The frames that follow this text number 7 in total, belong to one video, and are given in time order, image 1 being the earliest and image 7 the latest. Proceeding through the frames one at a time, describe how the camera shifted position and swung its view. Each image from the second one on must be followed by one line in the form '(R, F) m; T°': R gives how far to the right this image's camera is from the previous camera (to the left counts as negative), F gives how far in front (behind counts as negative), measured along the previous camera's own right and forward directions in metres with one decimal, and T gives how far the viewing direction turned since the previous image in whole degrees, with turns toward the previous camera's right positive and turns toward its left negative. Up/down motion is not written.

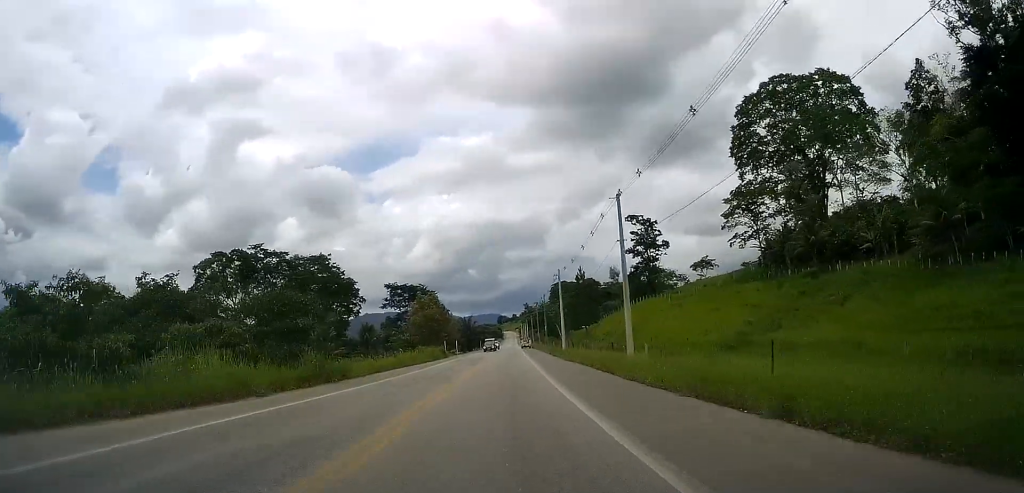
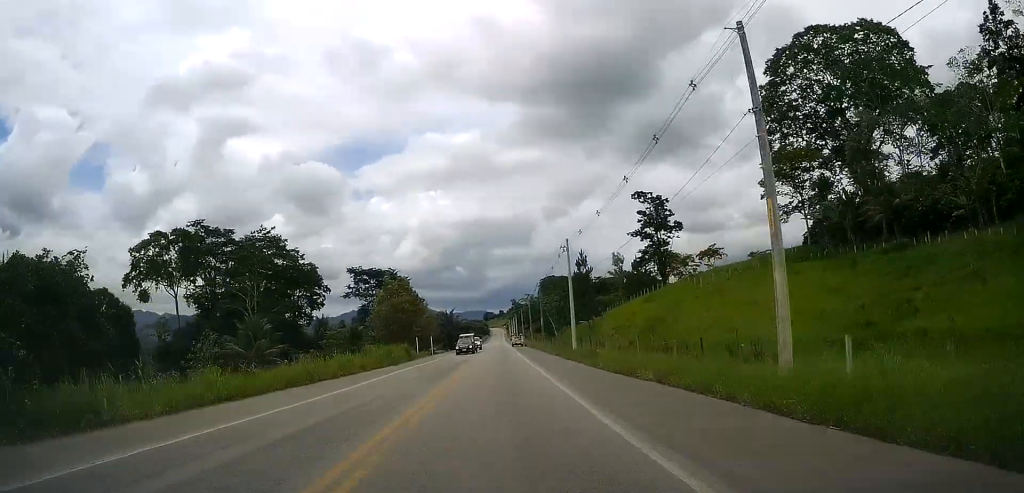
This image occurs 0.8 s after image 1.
(+0.4, +20.0) m; +3°
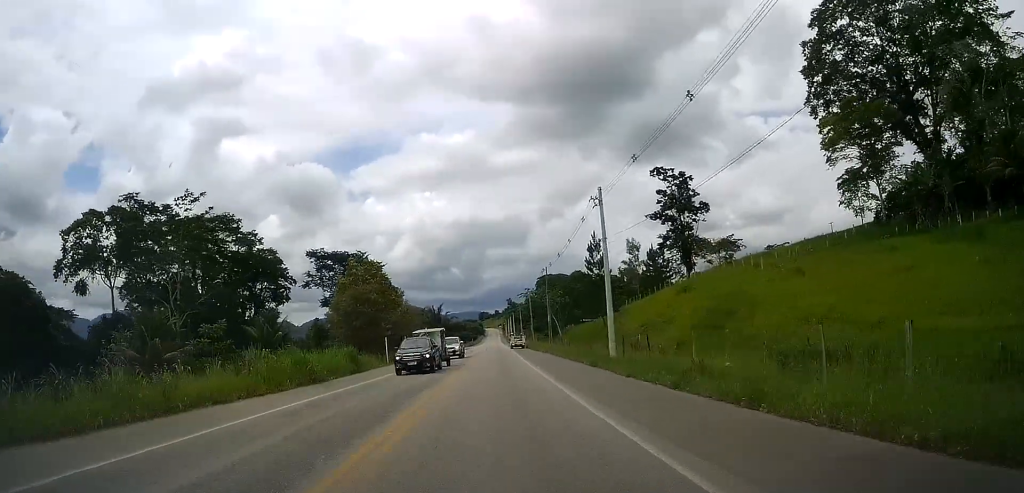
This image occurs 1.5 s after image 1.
(+0.6, +18.7) m; +2°
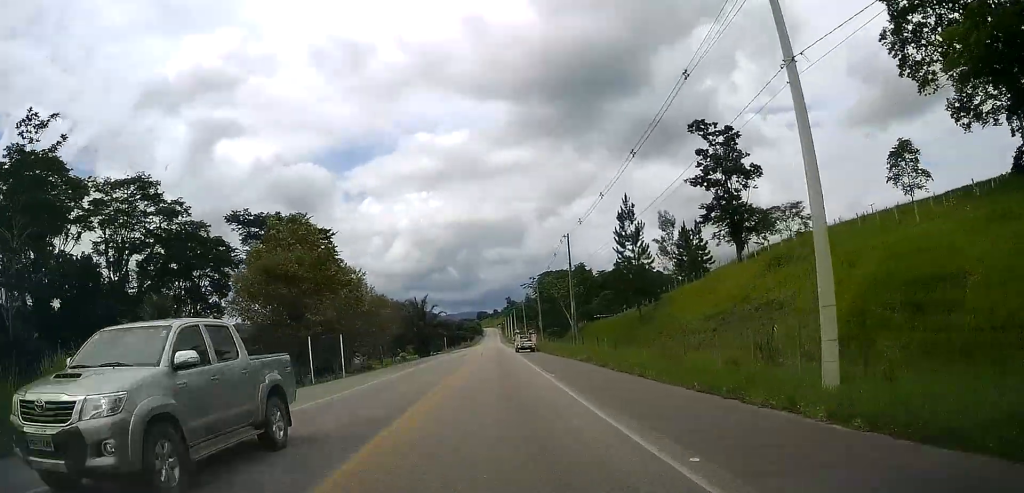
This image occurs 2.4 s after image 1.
(0.0, +23.4) m; 0°
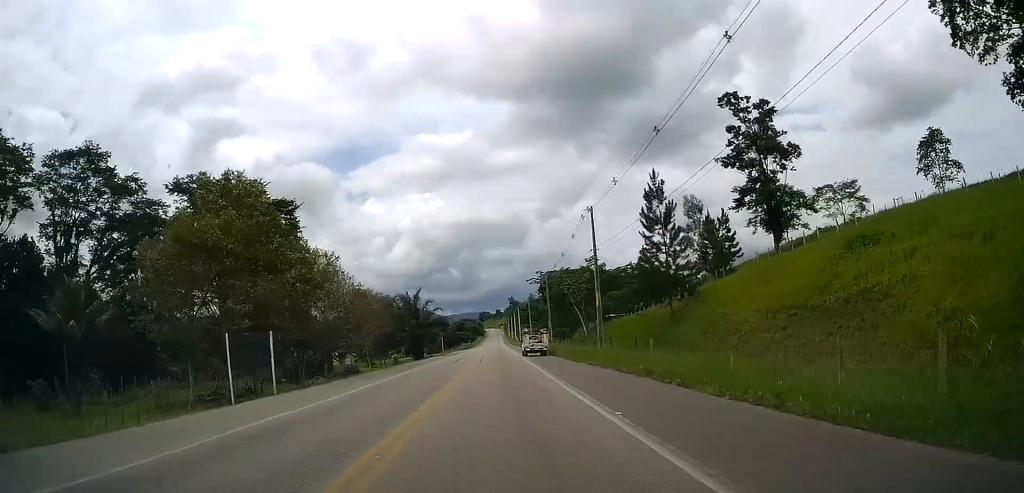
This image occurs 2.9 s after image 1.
(0.0, +11.1) m; 0°
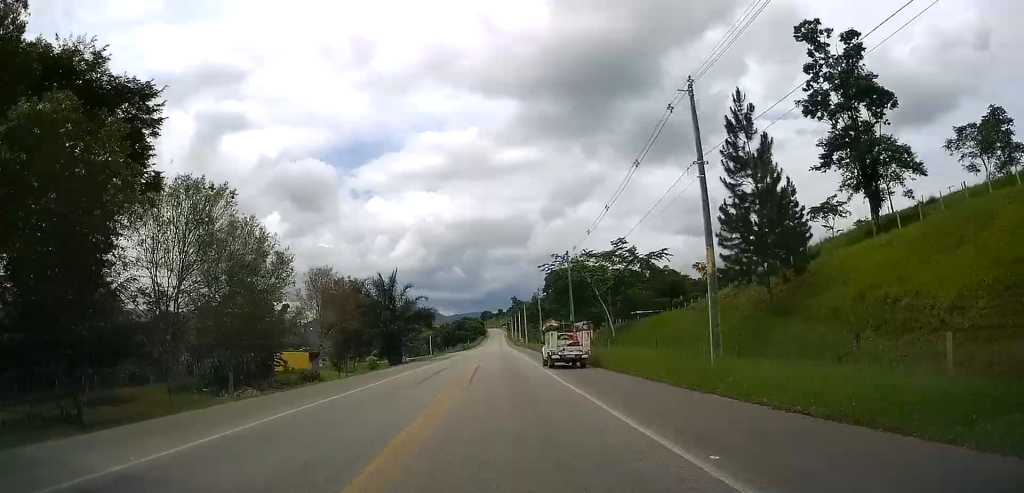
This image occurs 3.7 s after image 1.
(+0.1, +20.5) m; +1°
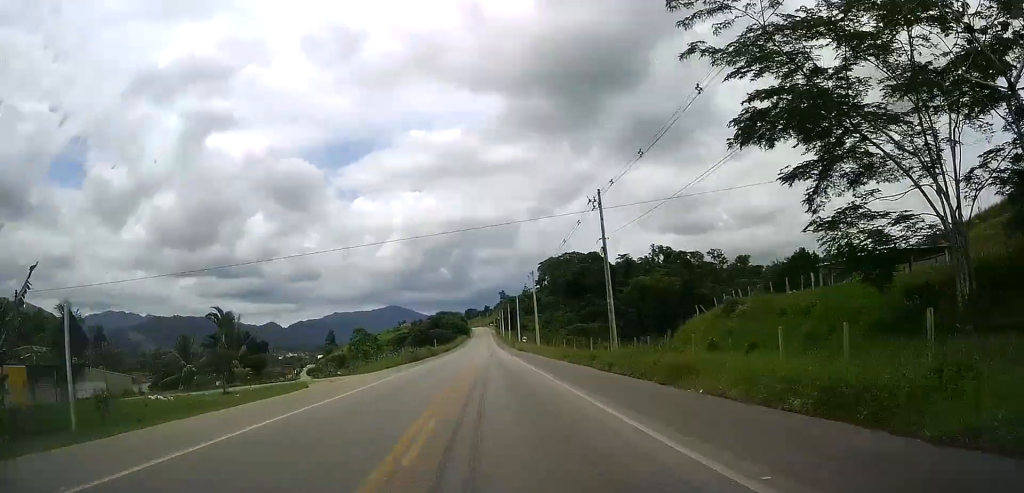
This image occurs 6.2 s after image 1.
(+0.3, +65.0) m; 0°
